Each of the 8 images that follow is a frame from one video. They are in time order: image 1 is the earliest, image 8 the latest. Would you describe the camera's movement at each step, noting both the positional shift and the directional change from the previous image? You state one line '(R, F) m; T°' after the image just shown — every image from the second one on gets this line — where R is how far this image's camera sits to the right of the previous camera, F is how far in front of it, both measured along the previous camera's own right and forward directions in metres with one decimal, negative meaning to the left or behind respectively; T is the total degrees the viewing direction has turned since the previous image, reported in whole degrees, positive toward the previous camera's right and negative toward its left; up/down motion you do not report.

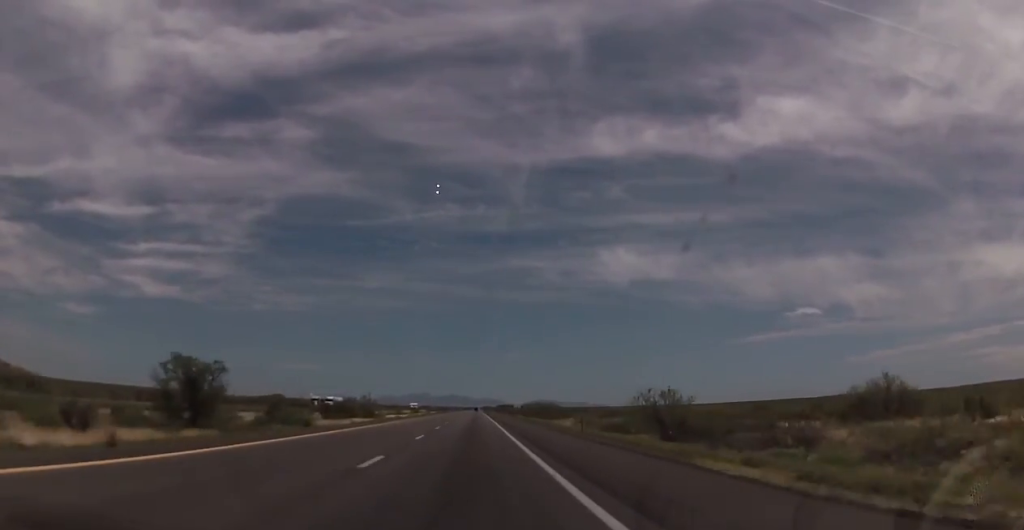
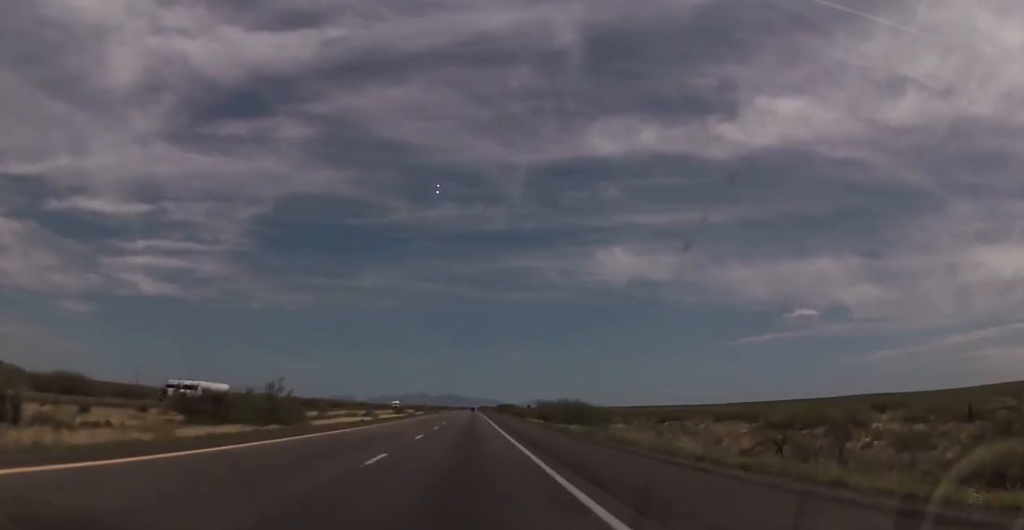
(-0.2, +47.9) m; 0°
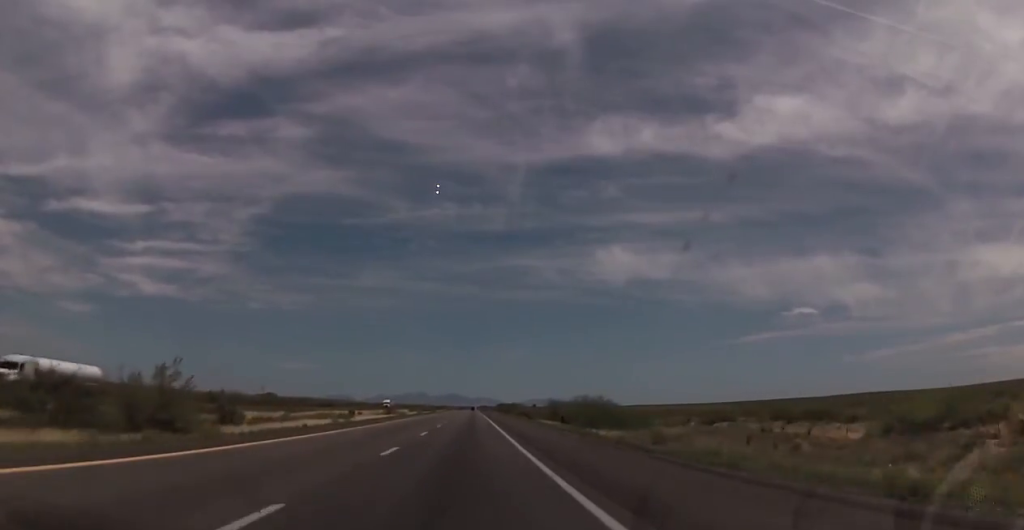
(+0.2, +21.6) m; 0°
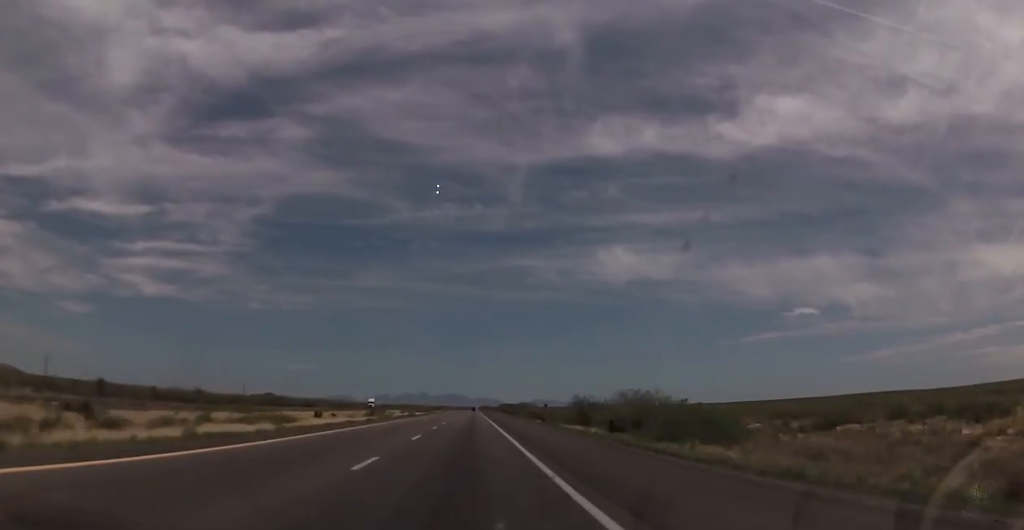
(0.0, +28.7) m; -1°
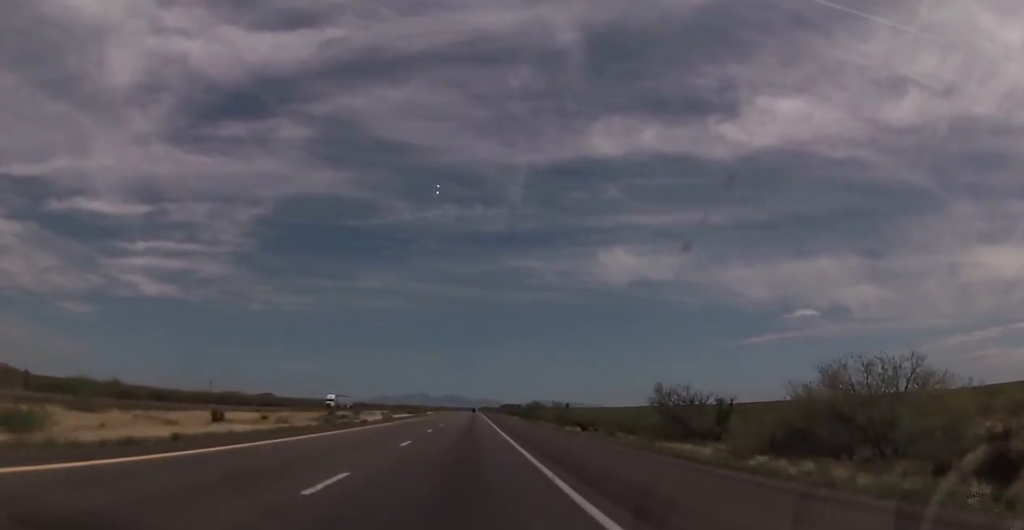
(-0.5, +40.4) m; 0°
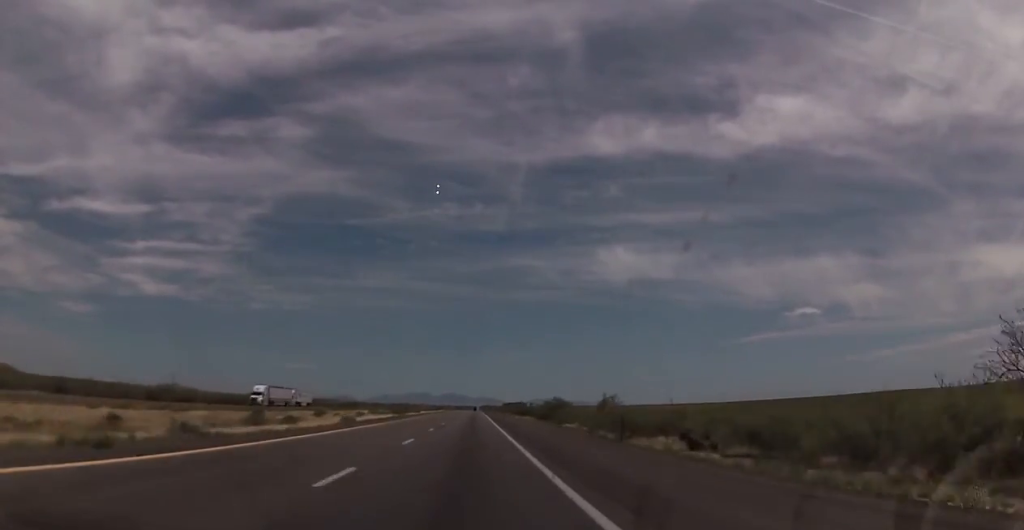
(+0.5, +35.6) m; +1°
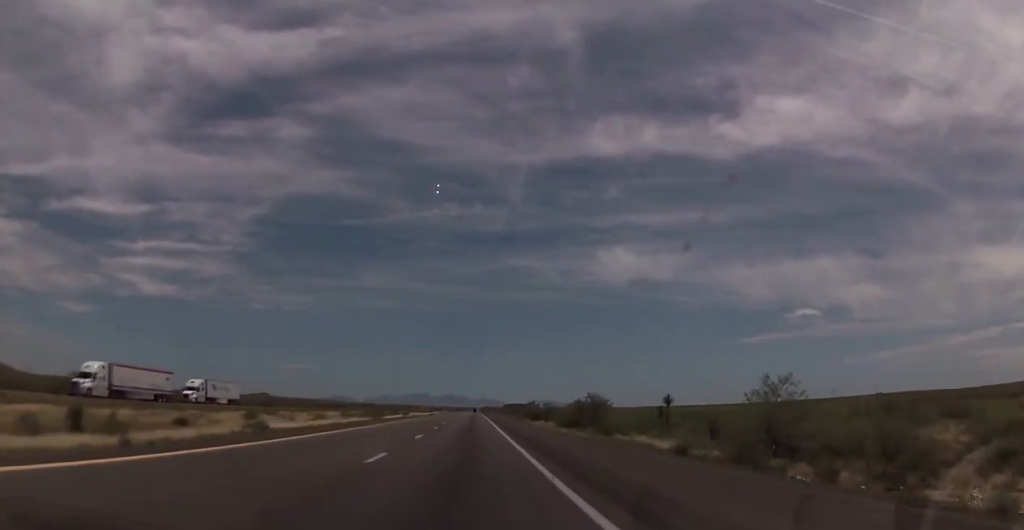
(+0.1, +32.1) m; -1°
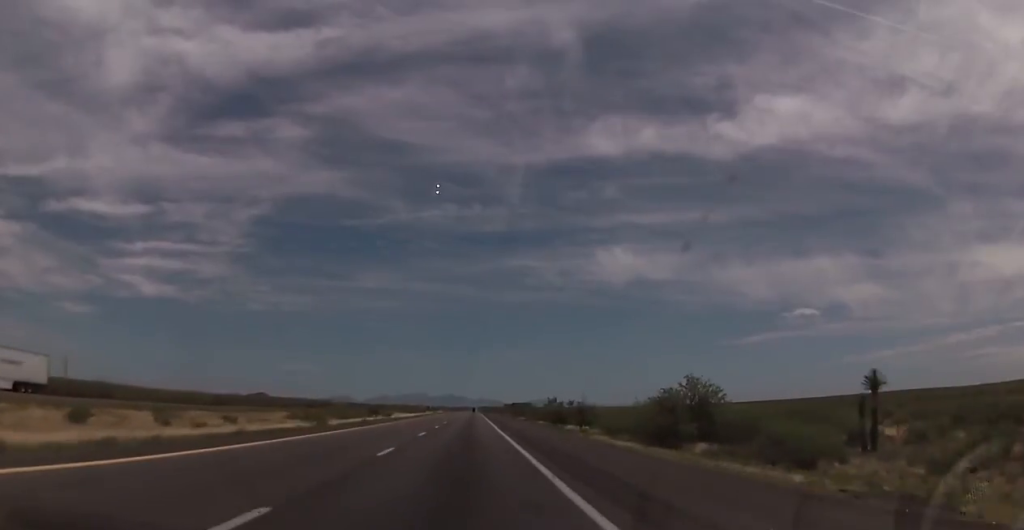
(-0.5, +34.5) m; 0°
